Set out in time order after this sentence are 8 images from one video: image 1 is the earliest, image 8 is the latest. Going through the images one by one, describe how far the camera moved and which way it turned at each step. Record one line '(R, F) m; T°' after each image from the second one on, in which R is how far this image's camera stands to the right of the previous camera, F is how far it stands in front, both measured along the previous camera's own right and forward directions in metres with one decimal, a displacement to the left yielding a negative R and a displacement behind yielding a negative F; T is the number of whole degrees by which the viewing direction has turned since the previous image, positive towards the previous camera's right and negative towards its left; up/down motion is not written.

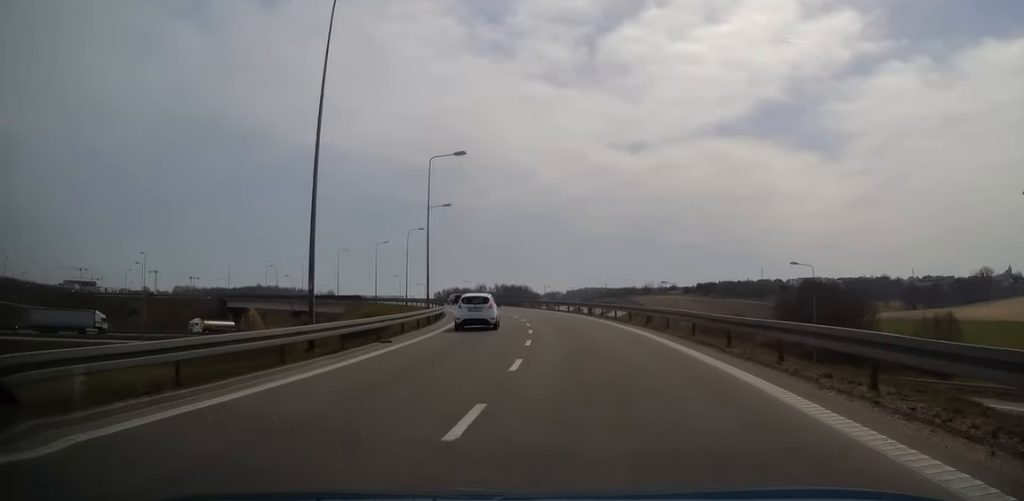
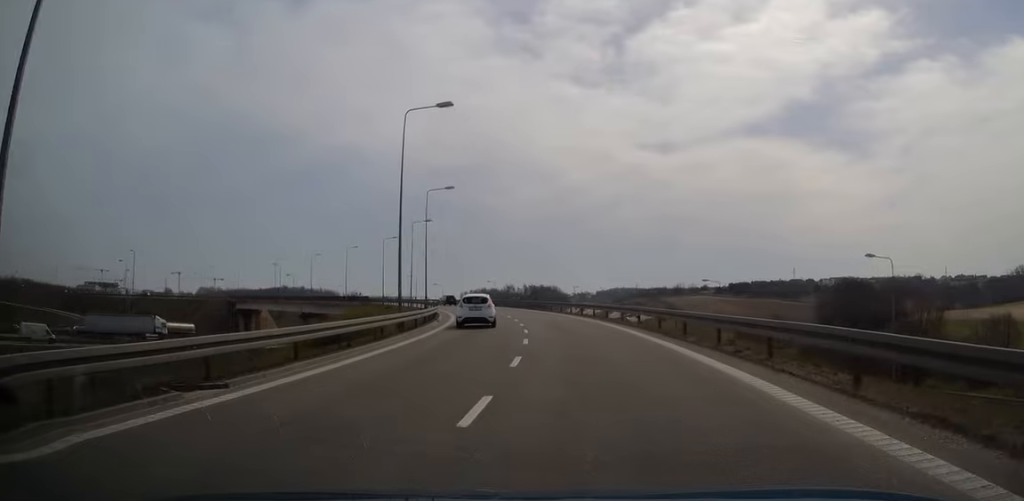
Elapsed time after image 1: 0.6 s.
(-0.5, +11.4) m; -3°
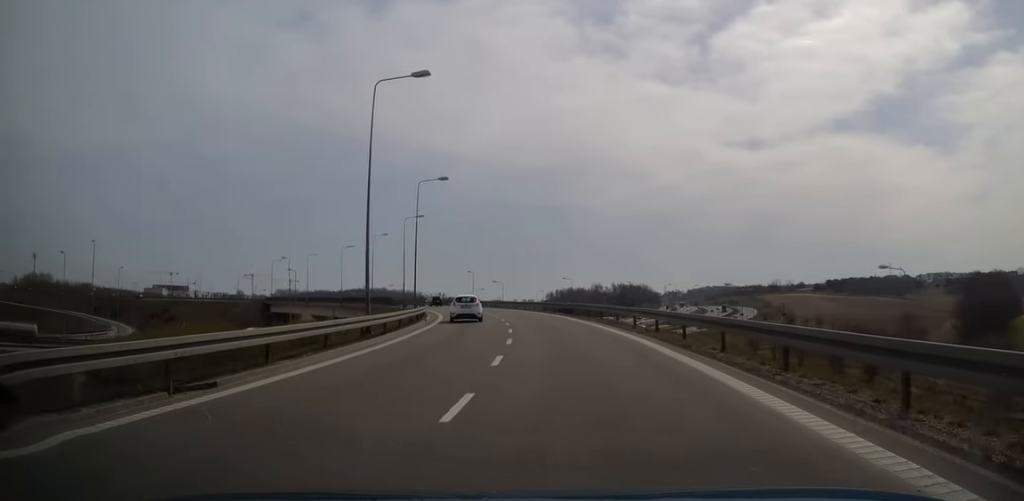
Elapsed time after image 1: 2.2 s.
(-1.7, +29.6) m; -6°
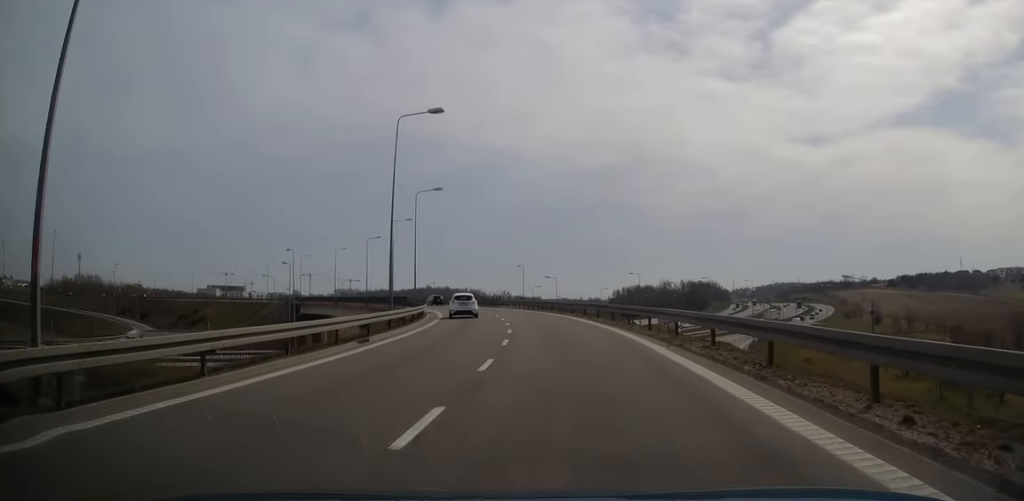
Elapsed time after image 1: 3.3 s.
(-0.7, +19.1) m; -5°
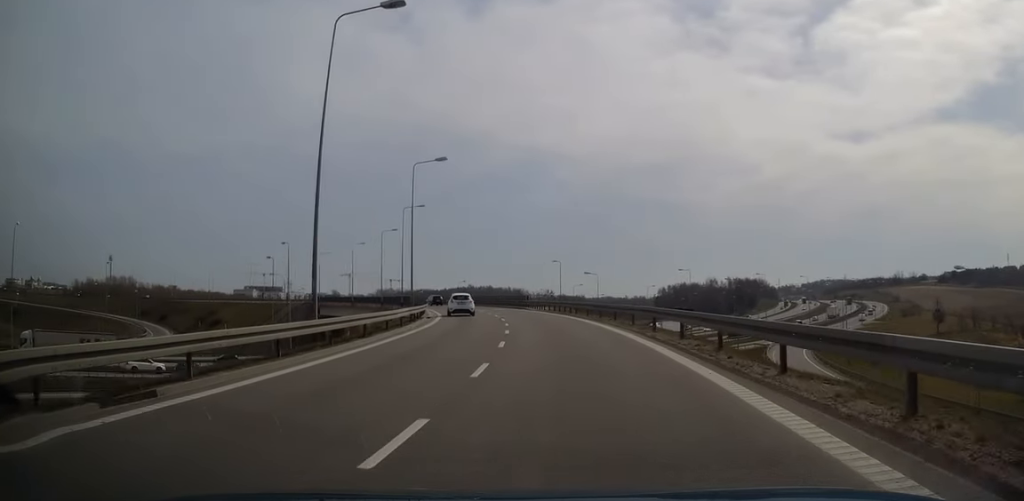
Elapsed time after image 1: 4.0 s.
(-0.4, +12.9) m; -4°
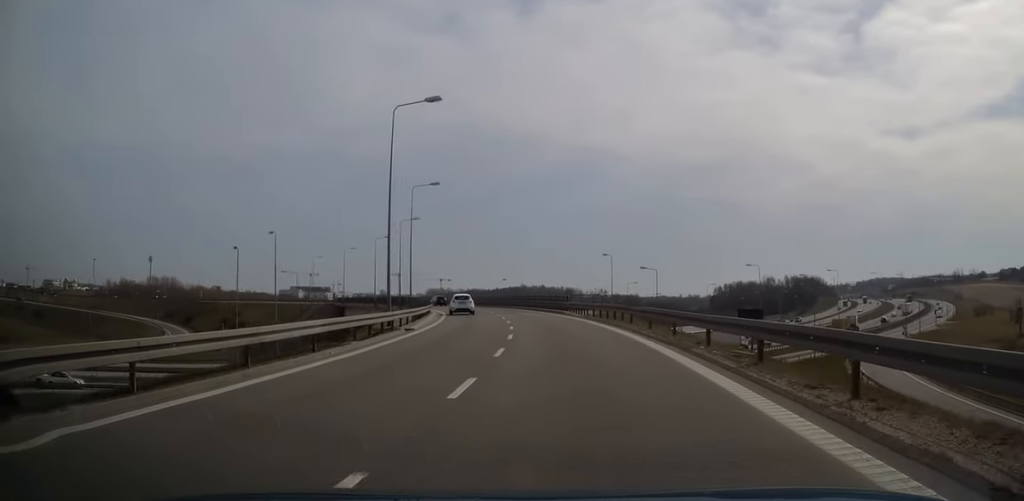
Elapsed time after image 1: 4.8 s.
(-0.6, +14.6) m; -4°
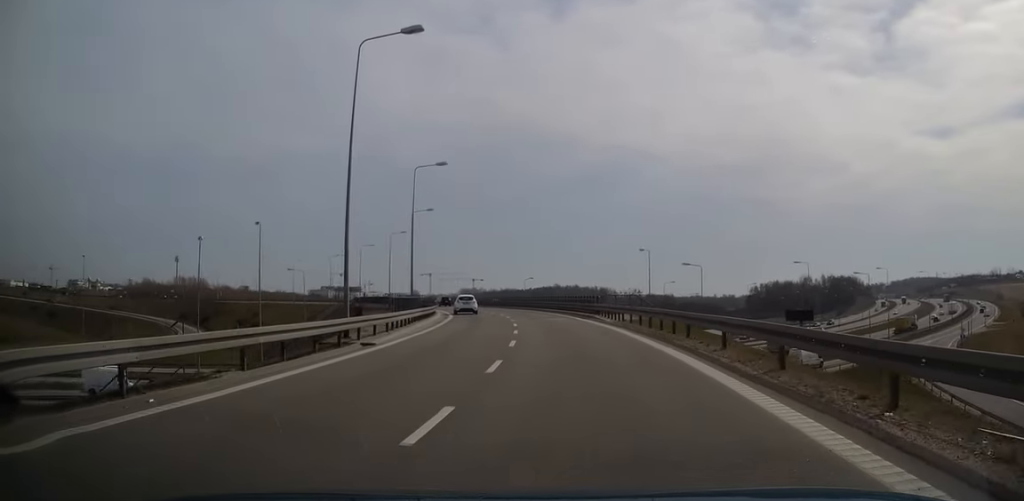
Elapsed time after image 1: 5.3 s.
(-0.3, +8.9) m; -3°
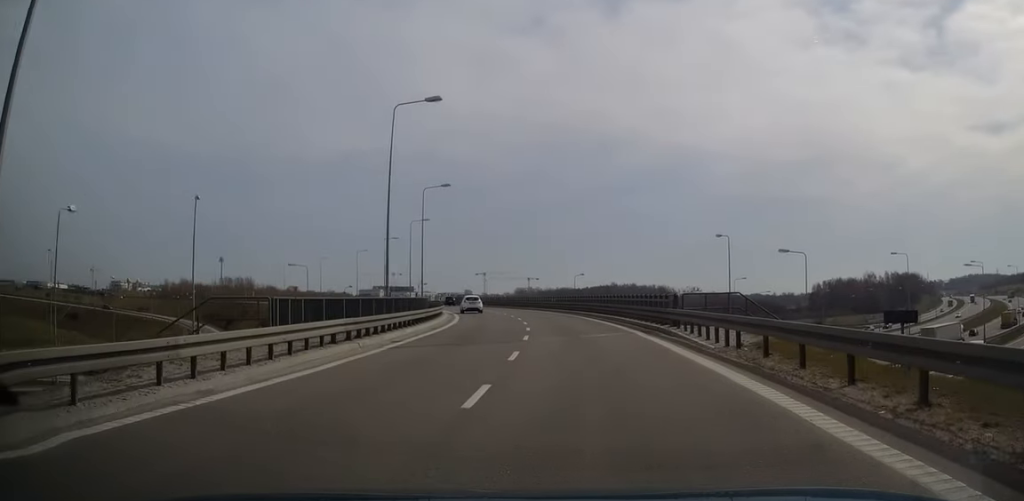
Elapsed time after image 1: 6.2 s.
(-0.6, +16.2) m; -4°
